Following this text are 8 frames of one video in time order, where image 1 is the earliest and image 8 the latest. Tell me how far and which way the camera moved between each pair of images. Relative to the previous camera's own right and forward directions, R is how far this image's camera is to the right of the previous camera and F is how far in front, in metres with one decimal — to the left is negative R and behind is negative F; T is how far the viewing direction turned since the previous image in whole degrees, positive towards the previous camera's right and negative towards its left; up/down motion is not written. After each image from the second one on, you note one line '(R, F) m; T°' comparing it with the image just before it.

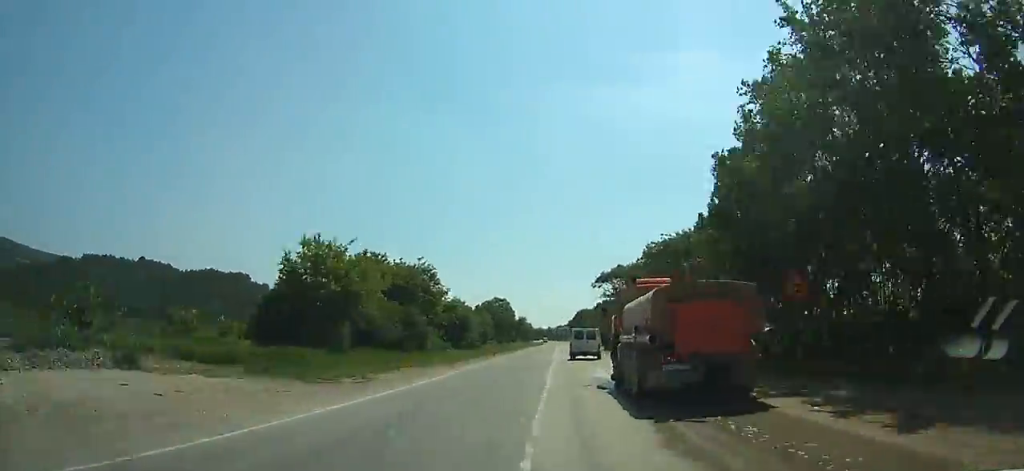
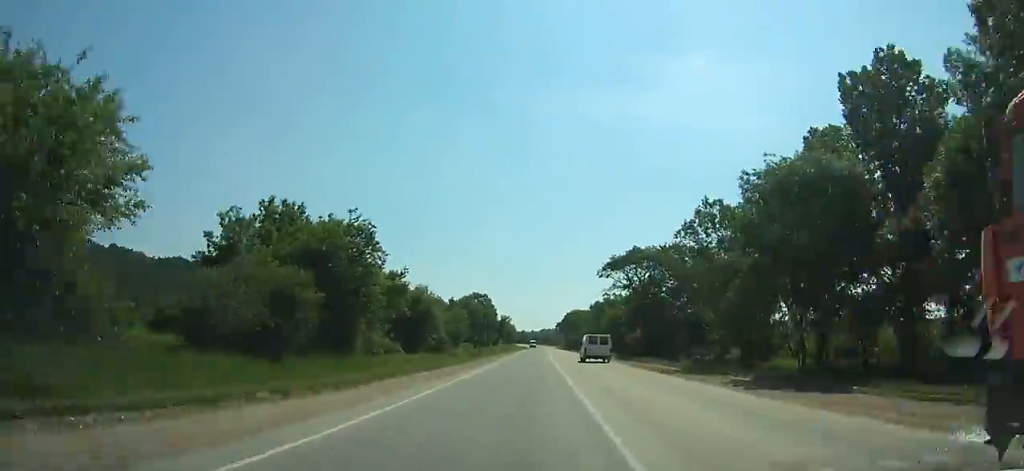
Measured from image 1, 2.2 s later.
(+0.1, +20.8) m; +2°
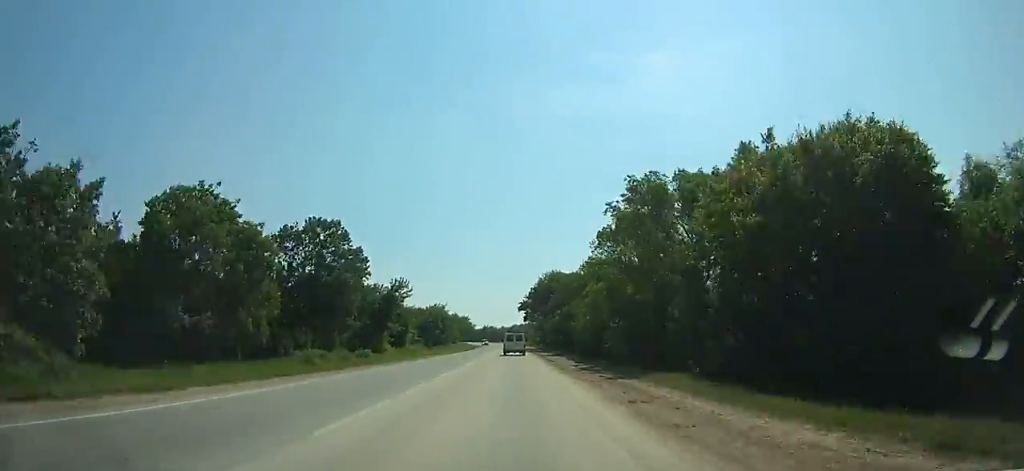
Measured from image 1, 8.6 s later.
(+3.1, +71.6) m; +1°
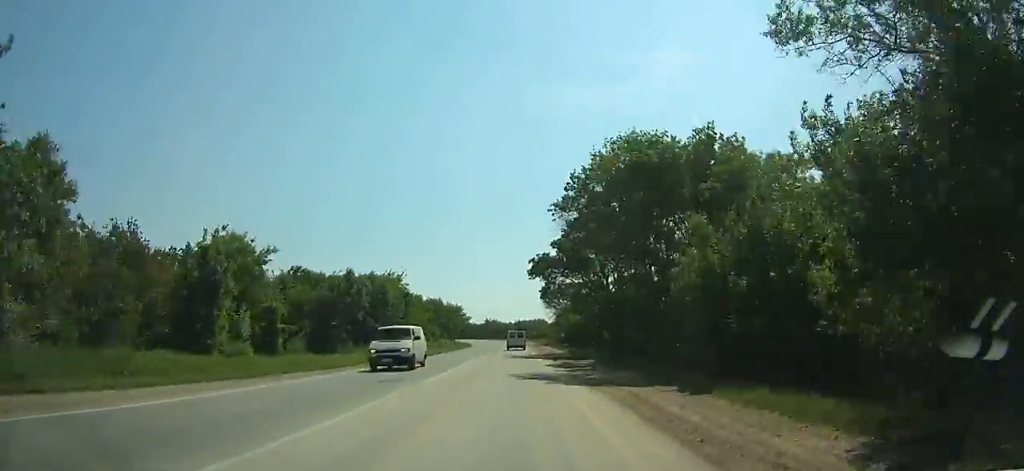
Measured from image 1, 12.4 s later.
(-1.2, +50.1) m; -1°
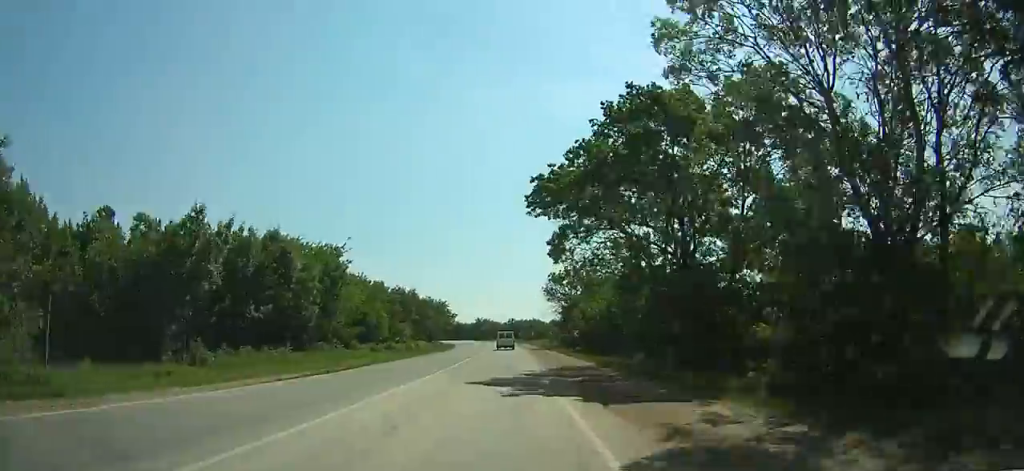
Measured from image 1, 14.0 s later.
(+0.1, +22.6) m; 0°
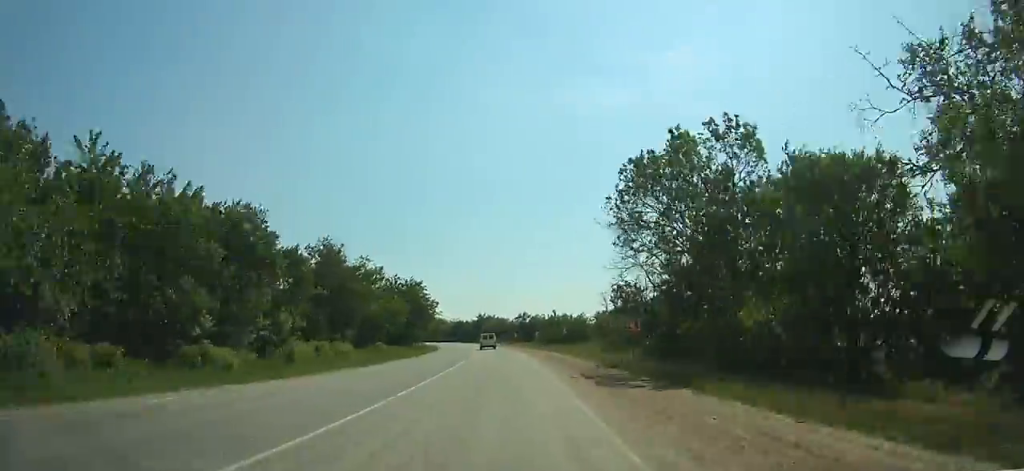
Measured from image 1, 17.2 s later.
(+0.1, +46.6) m; -1°
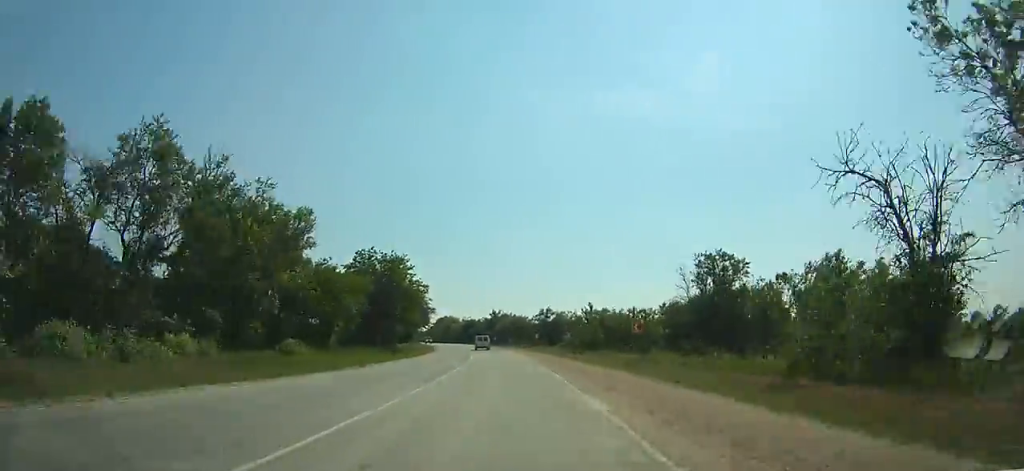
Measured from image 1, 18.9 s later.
(+0.1, +25.4) m; -1°
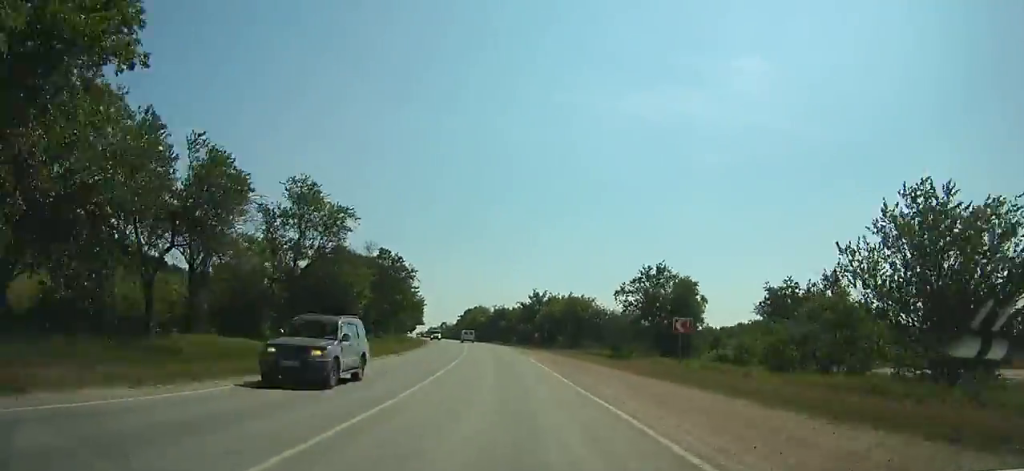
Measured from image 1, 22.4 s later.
(-2.1, +53.7) m; -4°
